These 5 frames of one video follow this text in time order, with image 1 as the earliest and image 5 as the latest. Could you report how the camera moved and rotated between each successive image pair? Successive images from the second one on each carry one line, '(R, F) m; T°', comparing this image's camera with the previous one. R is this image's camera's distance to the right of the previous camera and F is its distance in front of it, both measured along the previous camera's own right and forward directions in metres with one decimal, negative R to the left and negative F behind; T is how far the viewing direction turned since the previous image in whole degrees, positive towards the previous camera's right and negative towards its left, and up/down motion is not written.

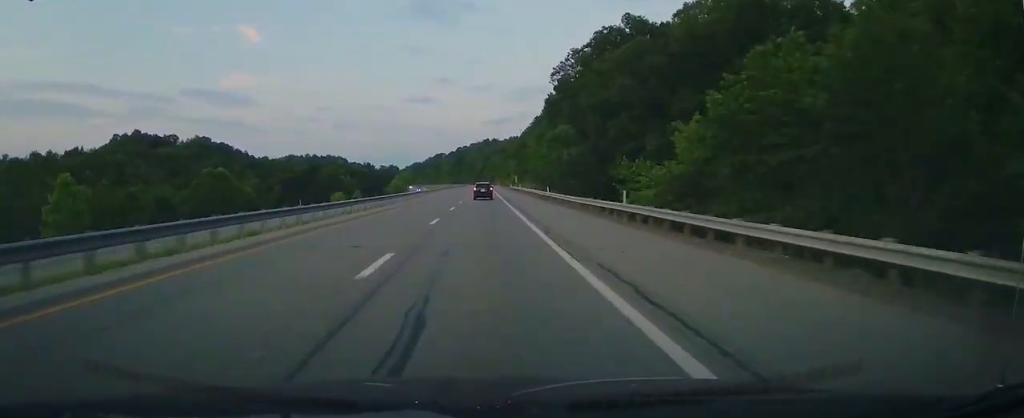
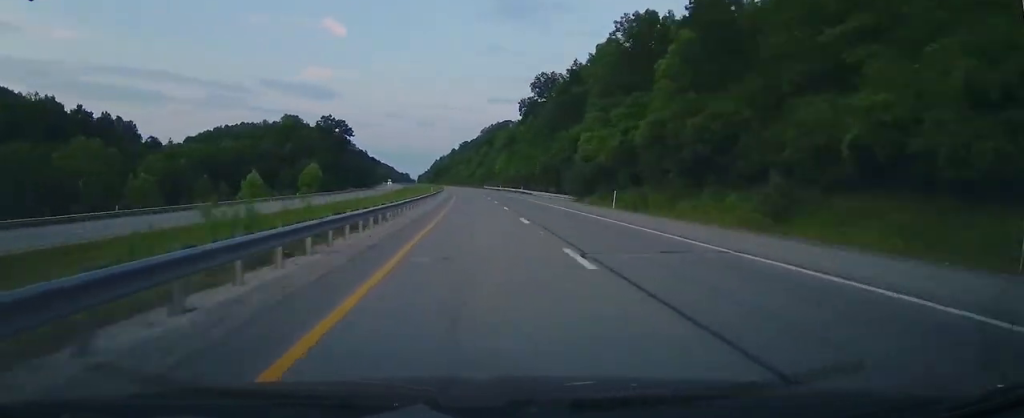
(-24.9, +467.7) m; -10°
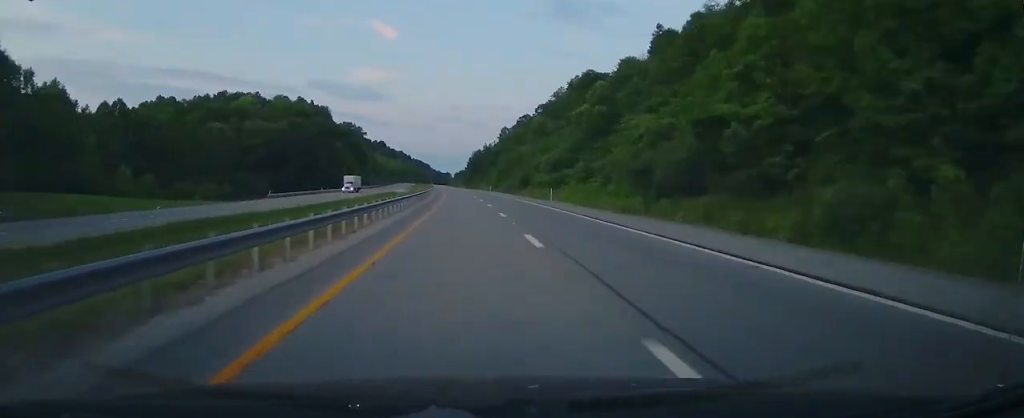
(-9.8, +188.5) m; -5°
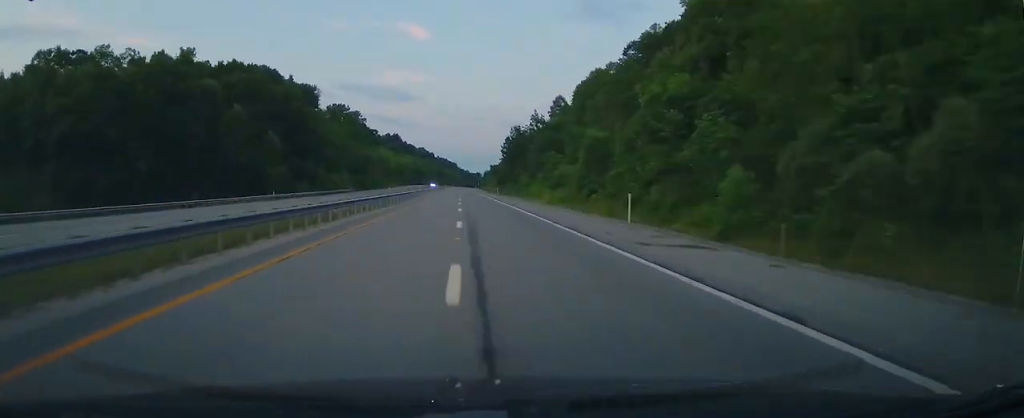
(-2.2, +102.4) m; -2°
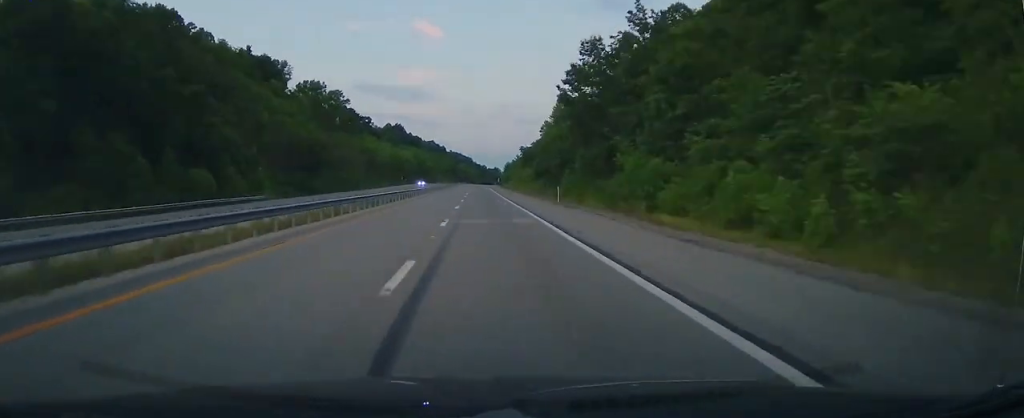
(-1.2, +71.2) m; -1°
